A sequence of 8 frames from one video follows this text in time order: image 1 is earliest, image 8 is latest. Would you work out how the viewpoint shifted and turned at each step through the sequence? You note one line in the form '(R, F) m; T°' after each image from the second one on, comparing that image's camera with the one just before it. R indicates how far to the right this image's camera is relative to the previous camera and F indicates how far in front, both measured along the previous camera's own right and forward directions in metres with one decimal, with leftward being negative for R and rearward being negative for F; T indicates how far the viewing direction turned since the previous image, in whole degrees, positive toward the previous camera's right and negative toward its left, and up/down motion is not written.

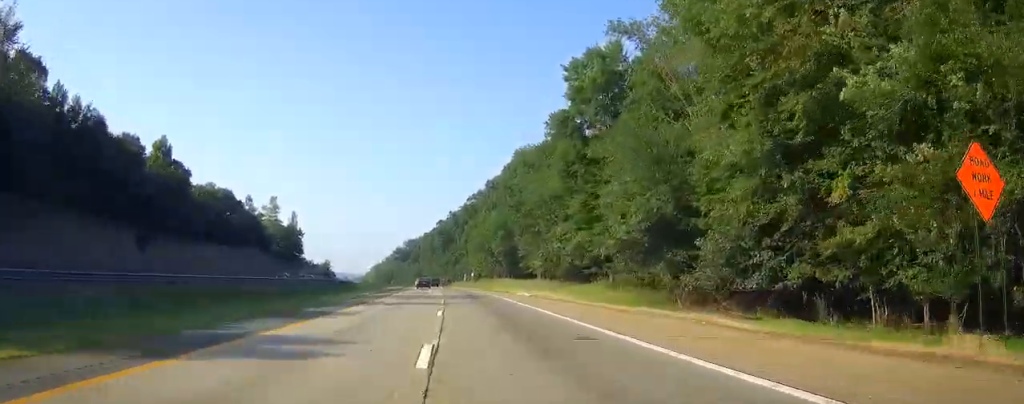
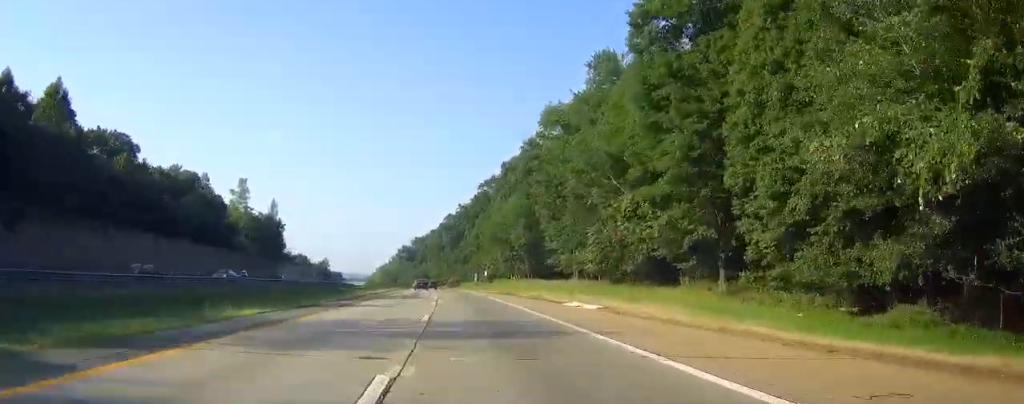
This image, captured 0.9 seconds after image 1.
(-0.4, +27.7) m; -1°
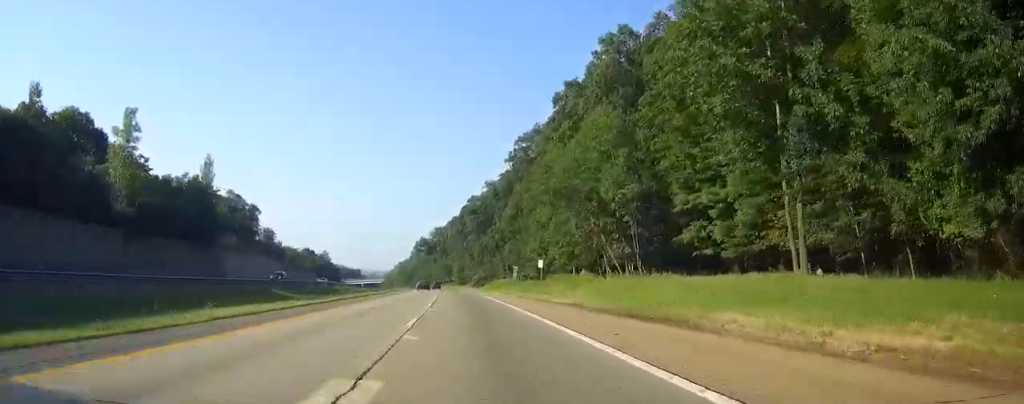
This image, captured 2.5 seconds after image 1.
(0.0, +52.0) m; 0°
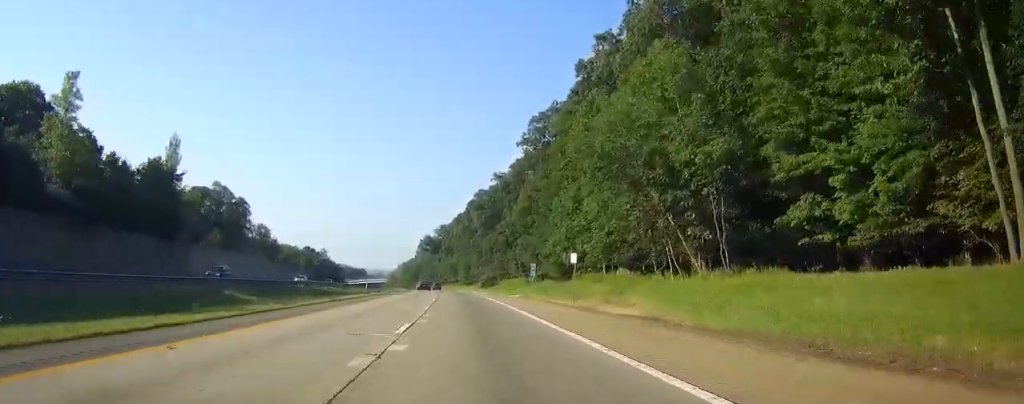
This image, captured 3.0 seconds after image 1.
(0.0, +14.8) m; 0°
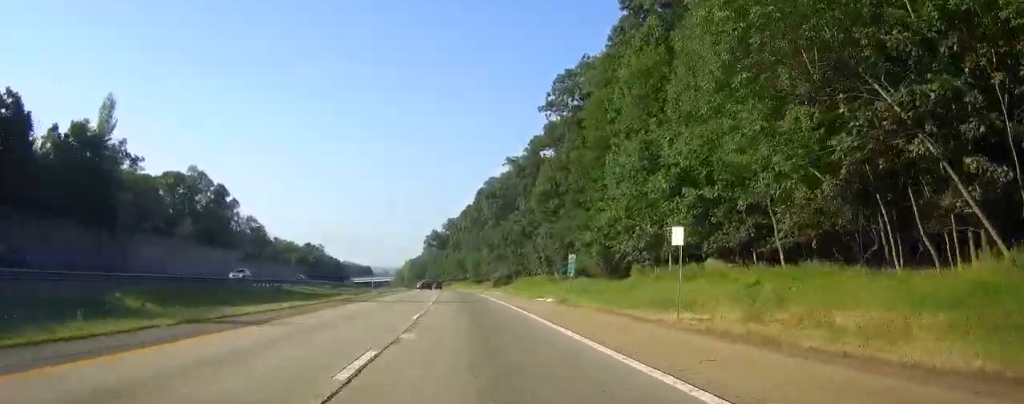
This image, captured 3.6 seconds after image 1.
(0.0, +20.1) m; 0°
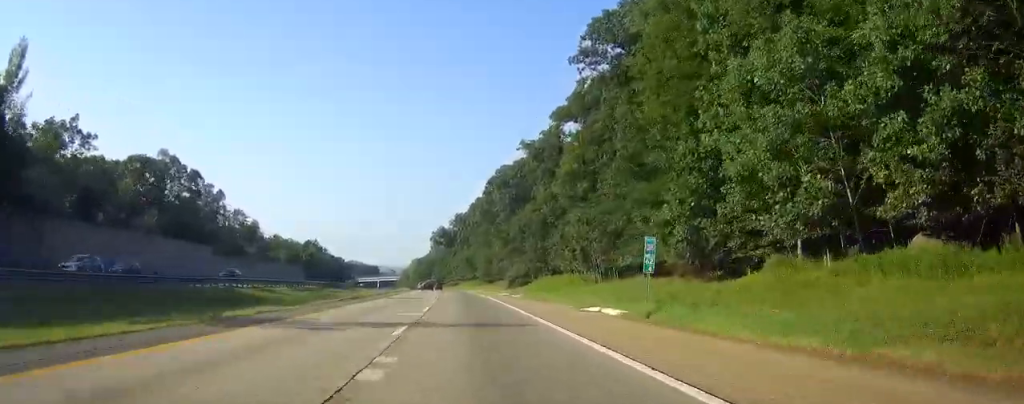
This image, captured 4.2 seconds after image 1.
(+0.1, +19.0) m; -1°
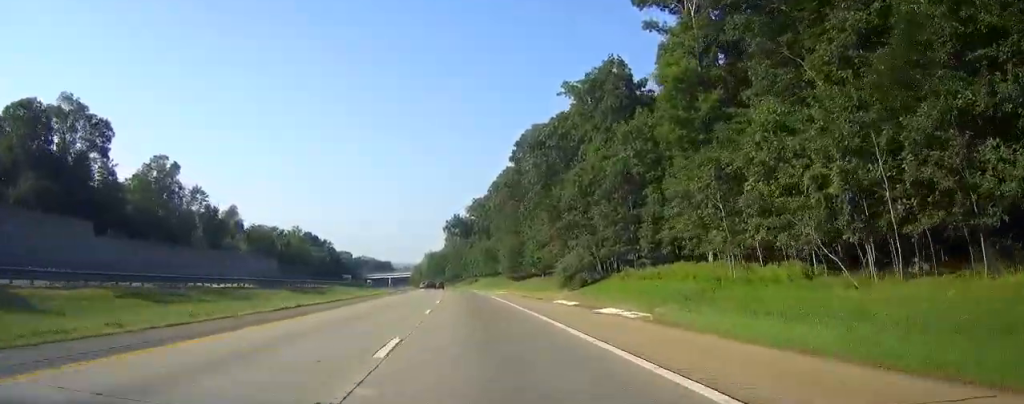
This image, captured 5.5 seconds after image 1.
(-0.9, +41.0) m; -2°
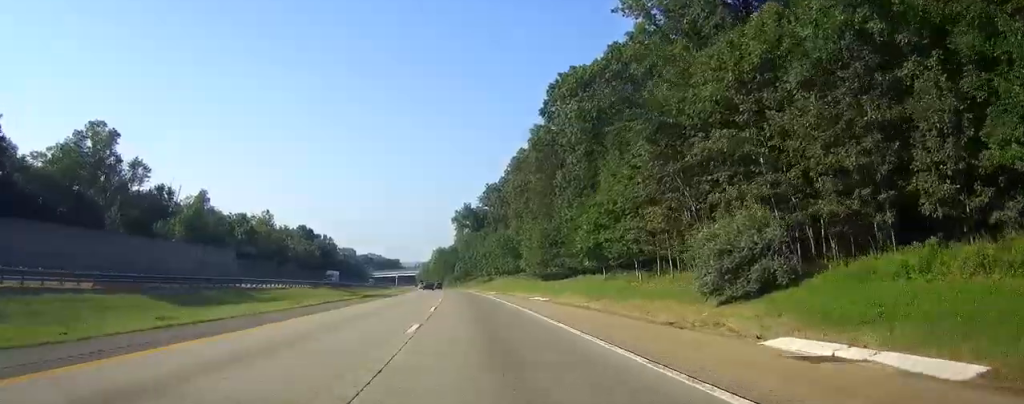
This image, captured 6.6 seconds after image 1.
(-0.1, +33.6) m; -1°
